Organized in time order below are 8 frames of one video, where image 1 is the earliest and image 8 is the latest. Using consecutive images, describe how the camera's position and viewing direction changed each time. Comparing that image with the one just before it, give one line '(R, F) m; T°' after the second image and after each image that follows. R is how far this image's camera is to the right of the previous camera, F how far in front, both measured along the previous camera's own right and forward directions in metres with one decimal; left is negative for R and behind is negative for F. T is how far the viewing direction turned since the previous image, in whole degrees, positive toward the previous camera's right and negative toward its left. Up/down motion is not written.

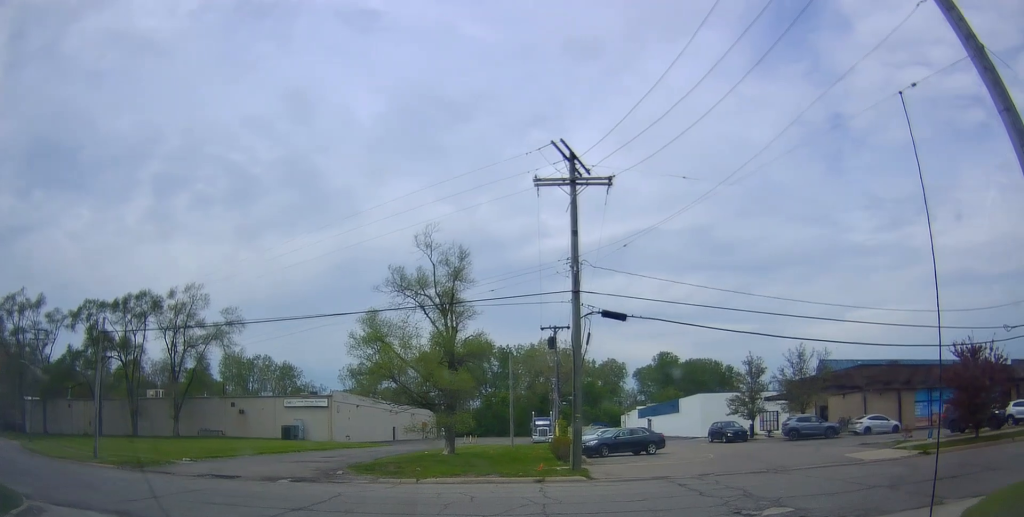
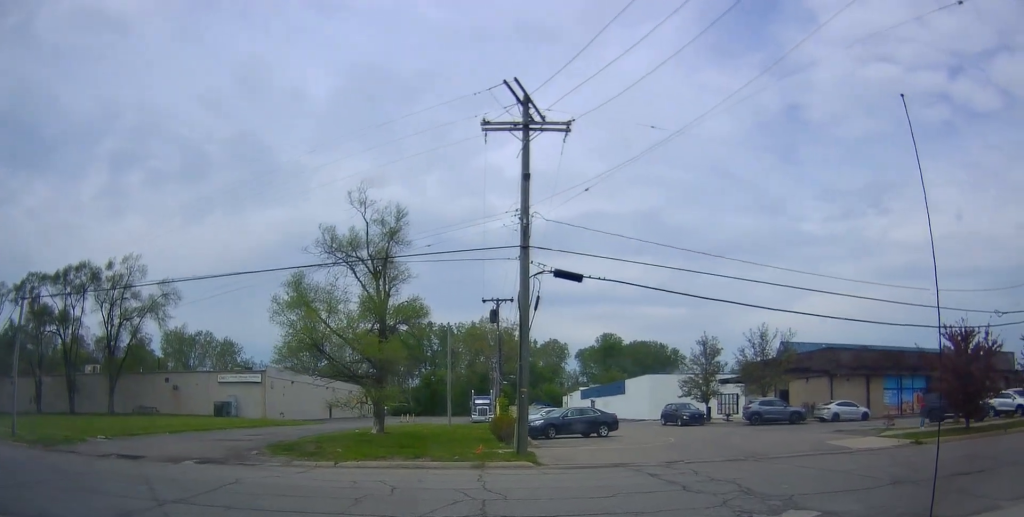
(+0.2, +3.1) m; +7°
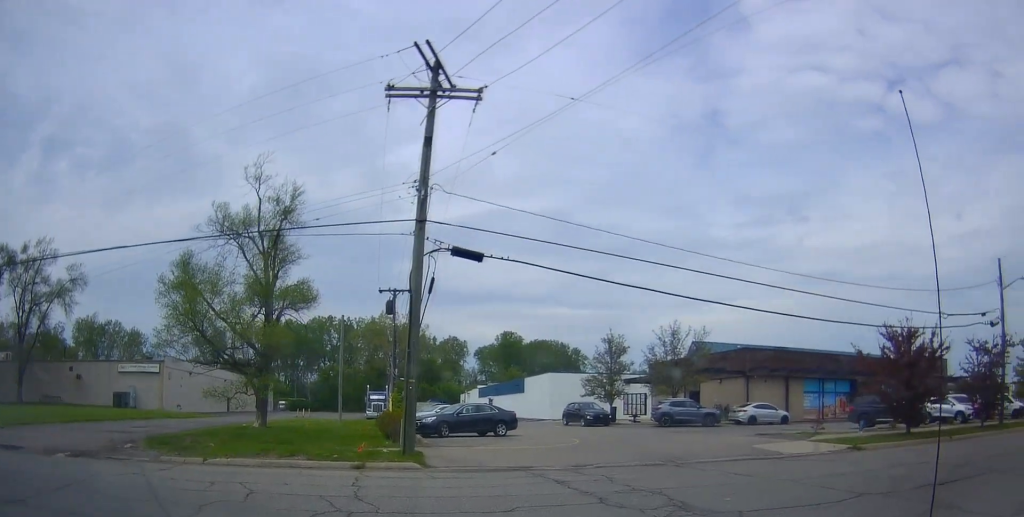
(+0.1, +2.9) m; +11°
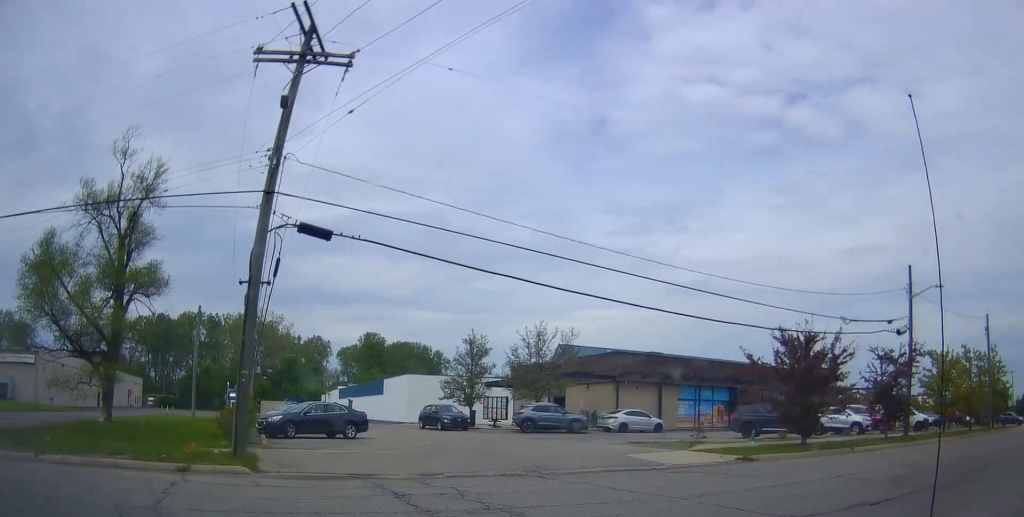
(+0.3, +2.8) m; +20°
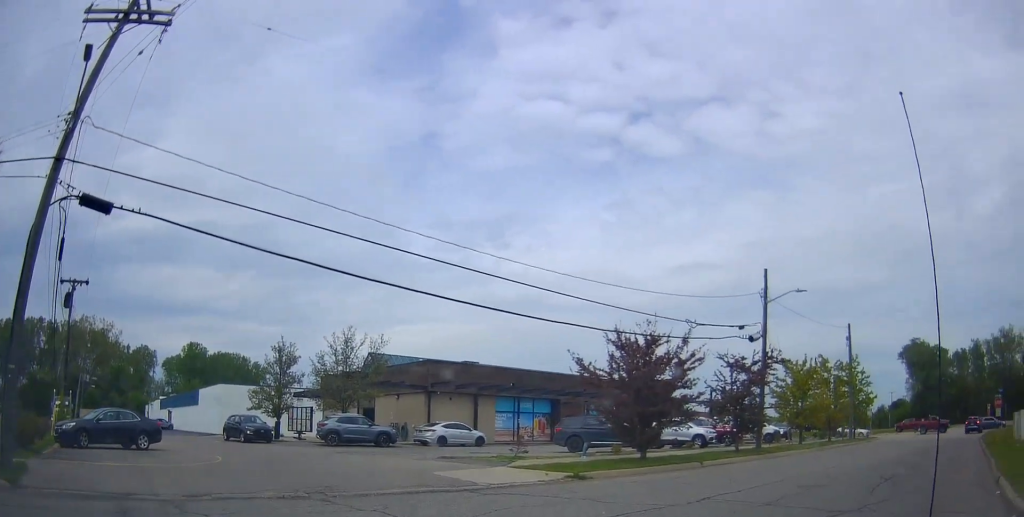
(+0.9, +3.1) m; +29°
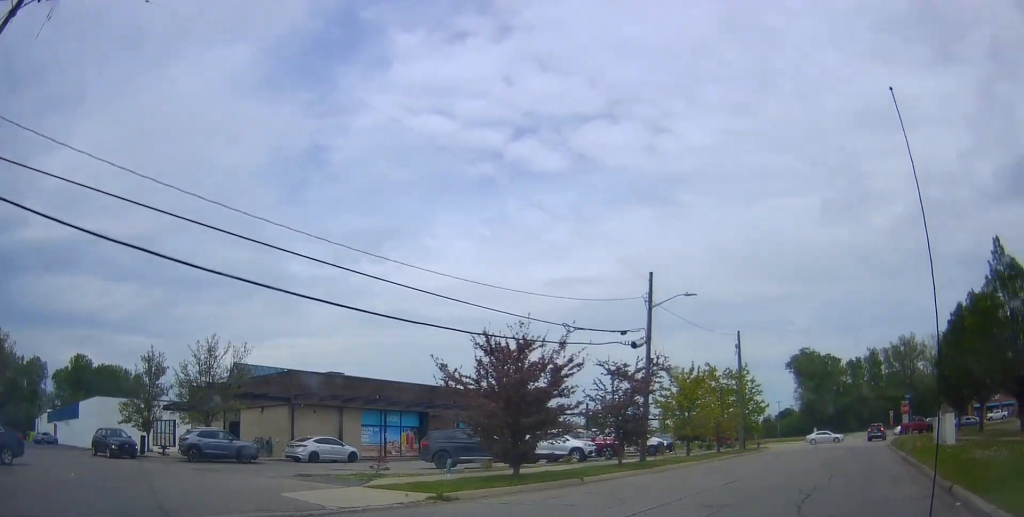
(+0.4, +2.3) m; +10°
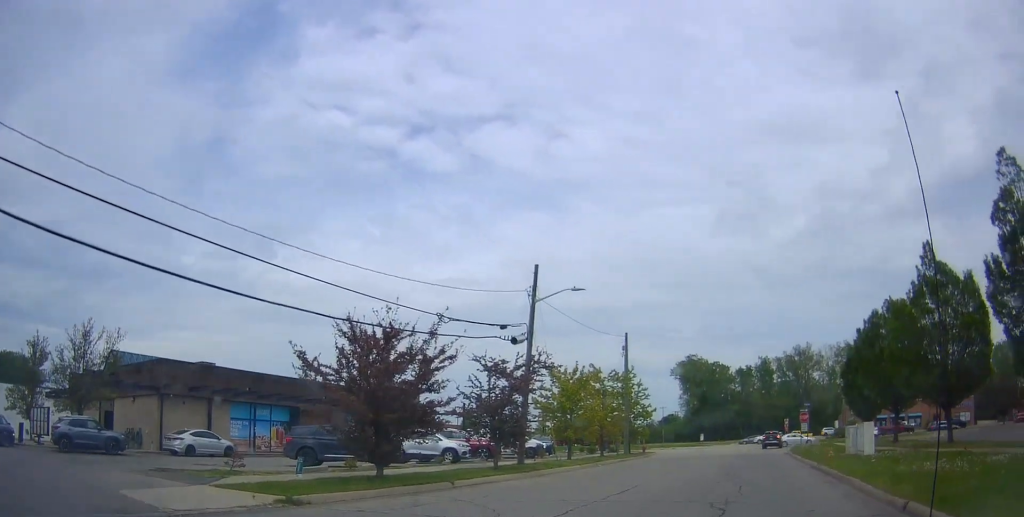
(+0.2, +2.1) m; +7°
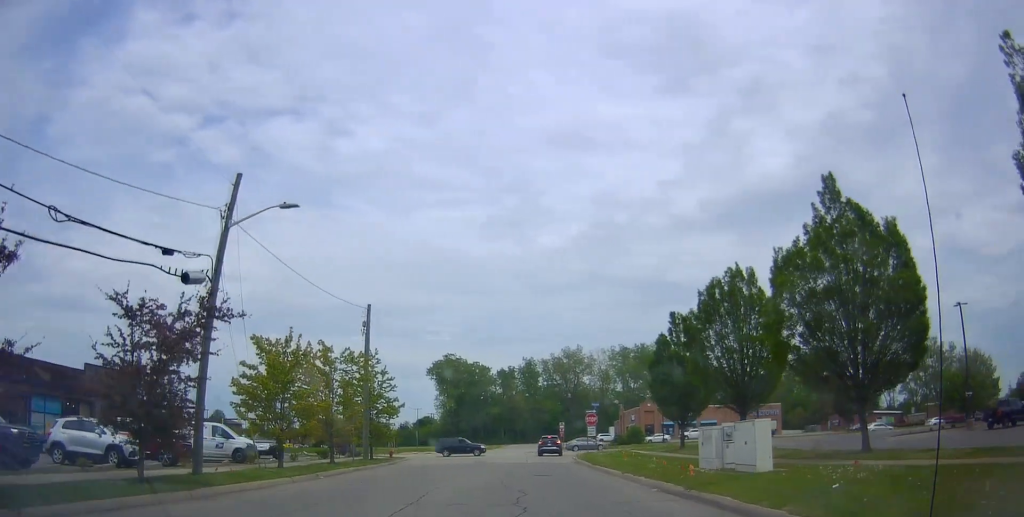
(+0.6, +9.2) m; +13°
